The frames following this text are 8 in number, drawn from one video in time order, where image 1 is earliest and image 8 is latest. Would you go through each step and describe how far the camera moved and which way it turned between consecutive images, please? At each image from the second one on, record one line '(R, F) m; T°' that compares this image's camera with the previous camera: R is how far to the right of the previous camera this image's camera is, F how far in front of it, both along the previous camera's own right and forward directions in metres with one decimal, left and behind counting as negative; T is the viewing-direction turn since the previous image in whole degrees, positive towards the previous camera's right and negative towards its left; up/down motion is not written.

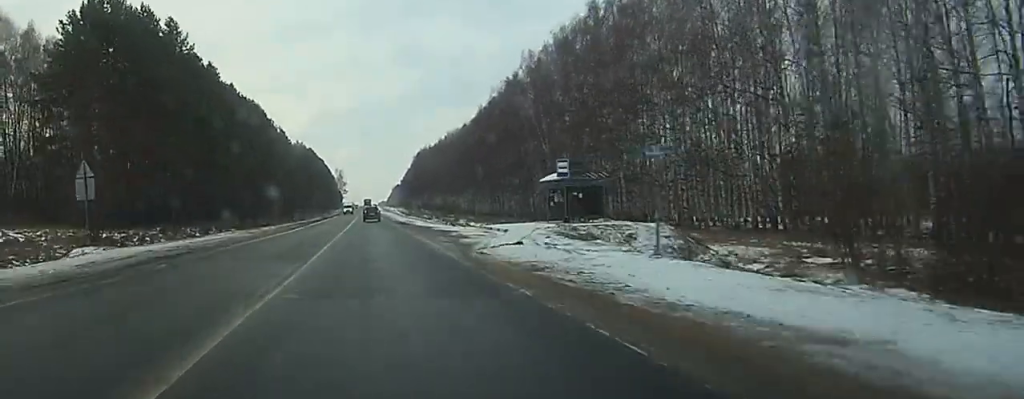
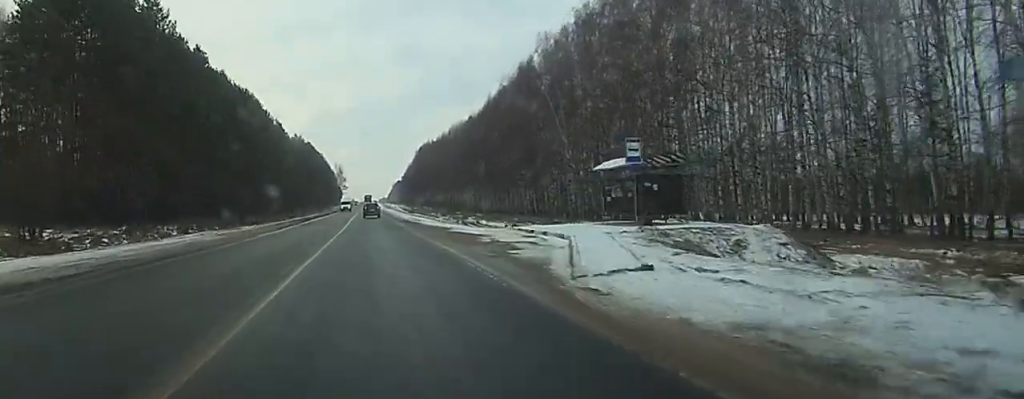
(0.0, +12.7) m; 0°
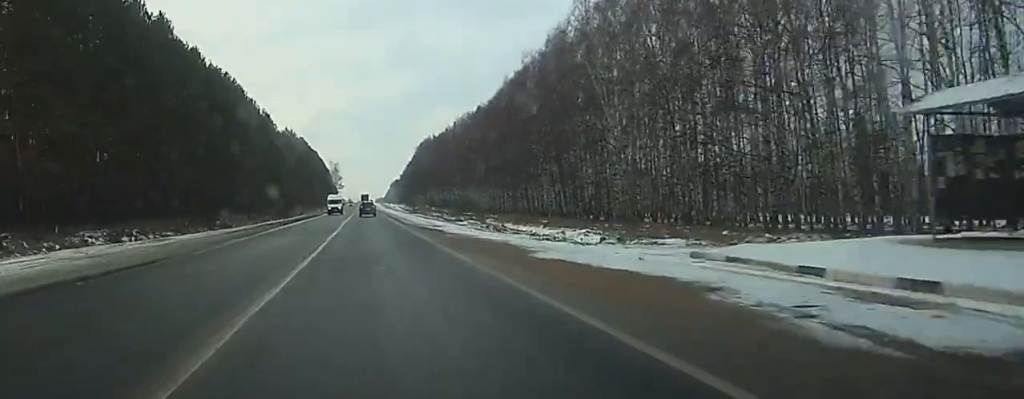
(0.0, +24.7) m; 0°
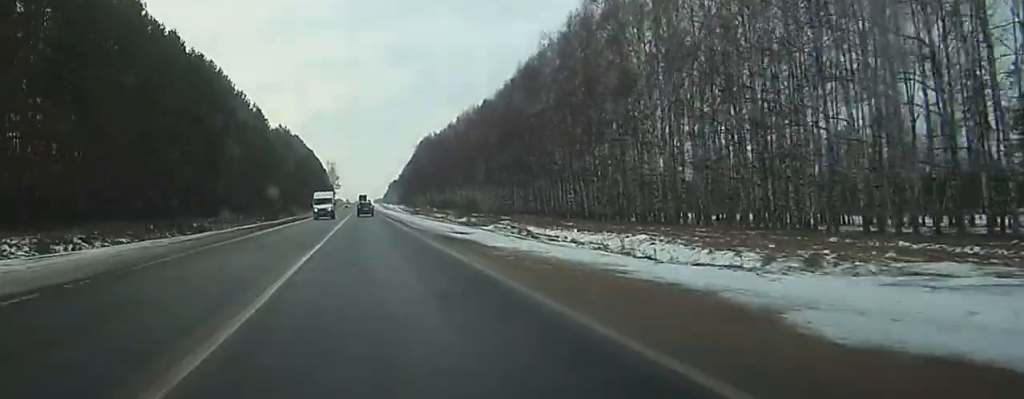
(0.0, +14.5) m; 0°
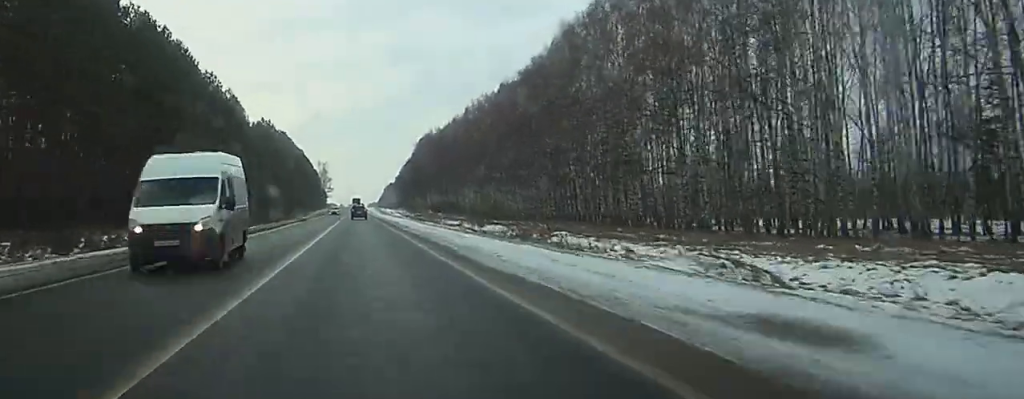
(0.0, +33.0) m; 0°
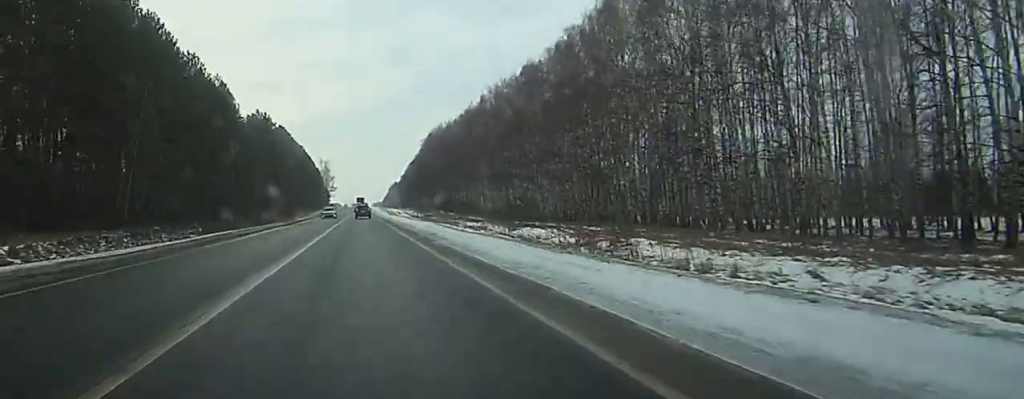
(0.0, +20.2) m; 0°
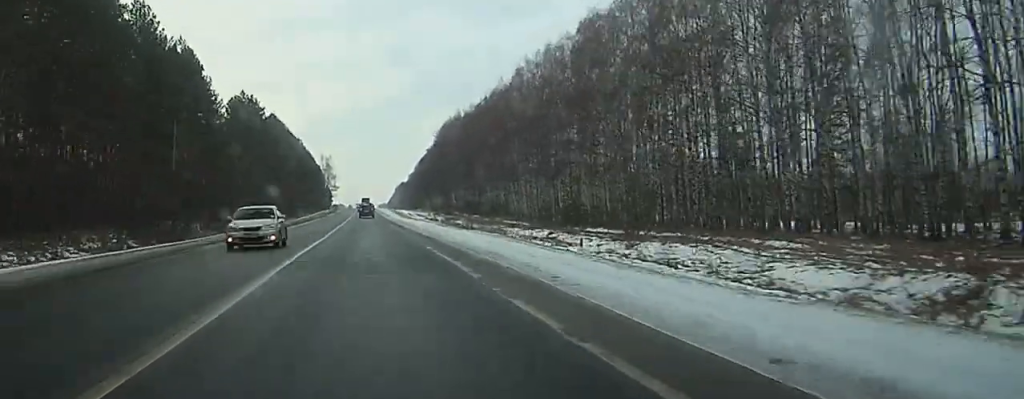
(-0.2, +37.4) m; 0°
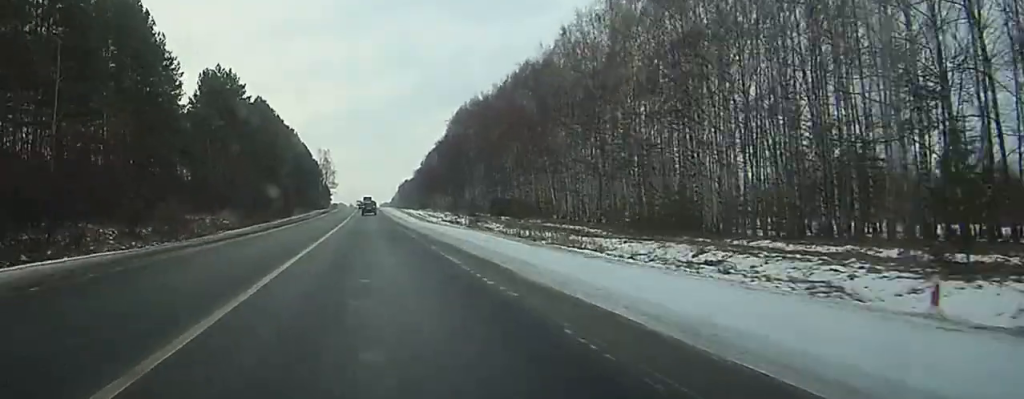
(0.0, +33.3) m; 0°
